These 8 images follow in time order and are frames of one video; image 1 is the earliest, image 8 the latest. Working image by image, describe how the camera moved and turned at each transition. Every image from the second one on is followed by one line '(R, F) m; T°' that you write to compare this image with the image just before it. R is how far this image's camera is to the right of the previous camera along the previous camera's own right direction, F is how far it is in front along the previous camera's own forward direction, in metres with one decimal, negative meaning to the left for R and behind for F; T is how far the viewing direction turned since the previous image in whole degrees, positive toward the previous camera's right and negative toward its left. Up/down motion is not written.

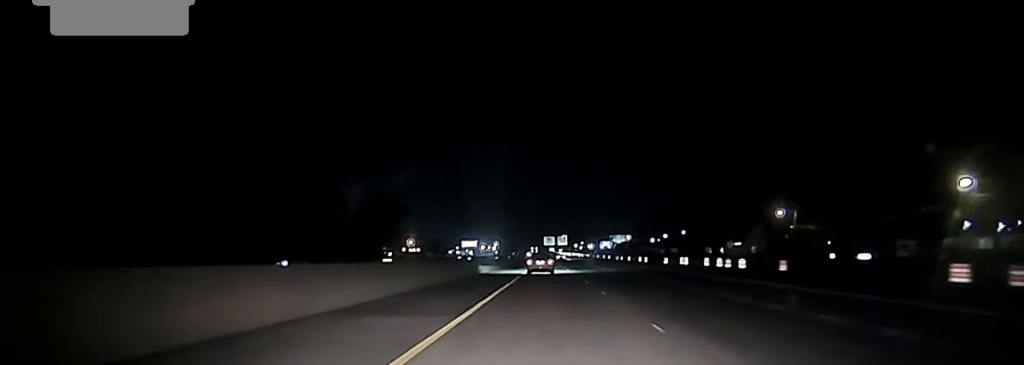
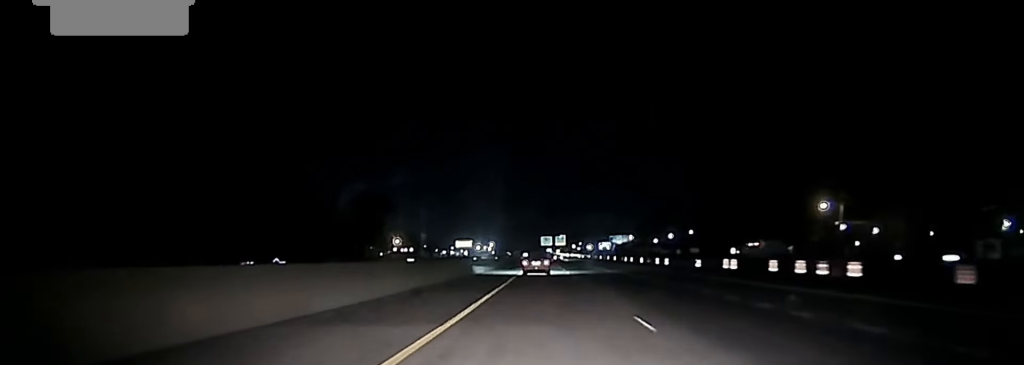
(0.0, +23.0) m; 0°
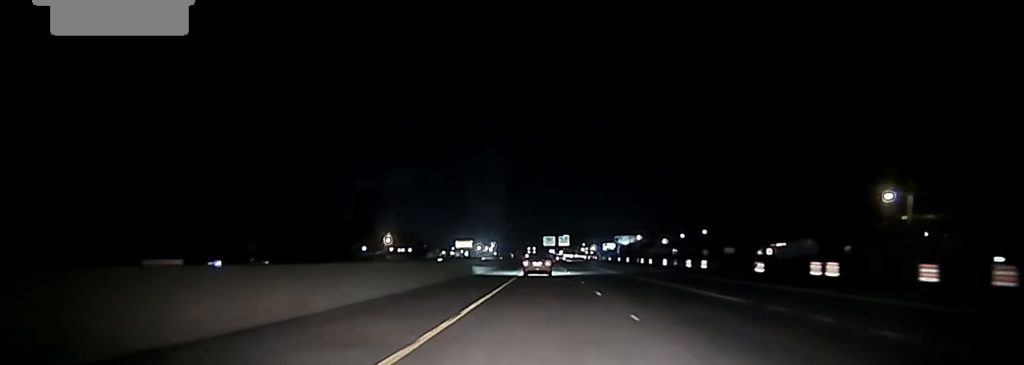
(0.0, +24.4) m; 0°
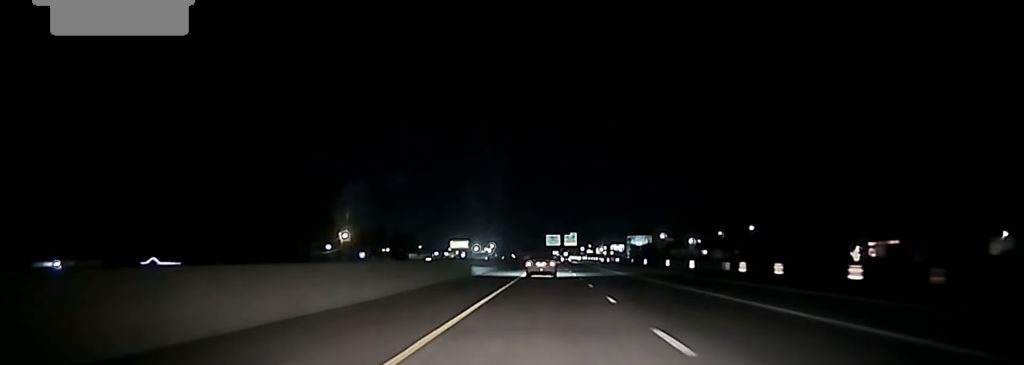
(-0.2, +64.4) m; 0°
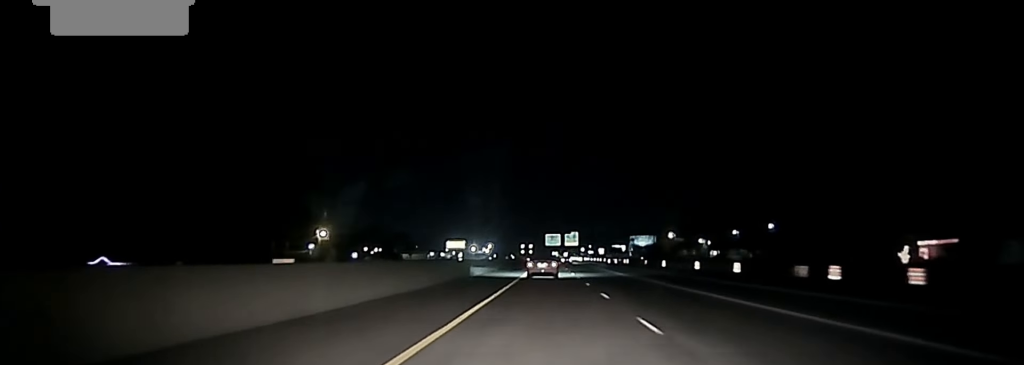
(0.0, +21.5) m; 0°
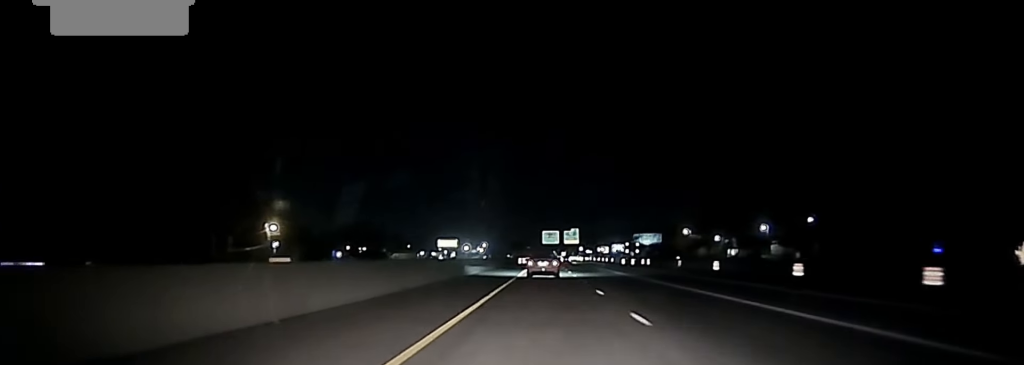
(0.0, +35.6) m; 0°
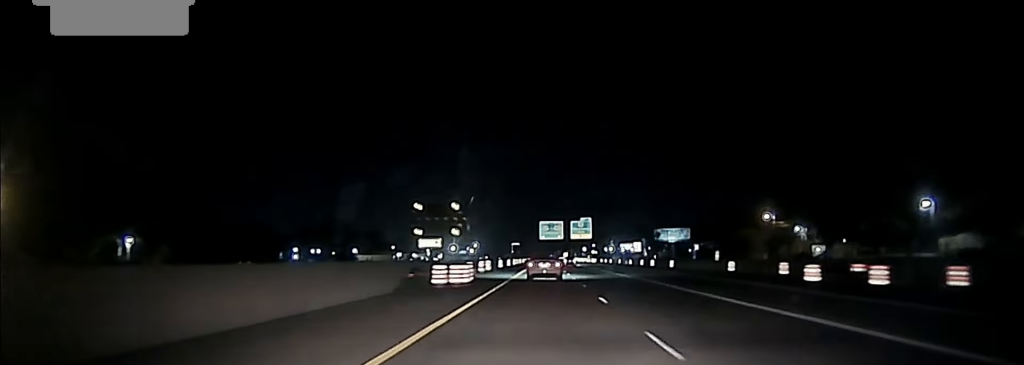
(+0.6, +89.2) m; +1°
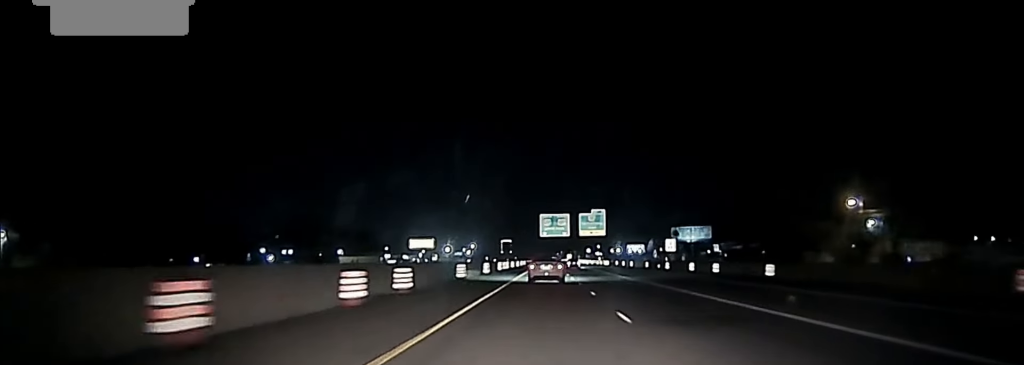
(-0.4, +45.5) m; -1°
